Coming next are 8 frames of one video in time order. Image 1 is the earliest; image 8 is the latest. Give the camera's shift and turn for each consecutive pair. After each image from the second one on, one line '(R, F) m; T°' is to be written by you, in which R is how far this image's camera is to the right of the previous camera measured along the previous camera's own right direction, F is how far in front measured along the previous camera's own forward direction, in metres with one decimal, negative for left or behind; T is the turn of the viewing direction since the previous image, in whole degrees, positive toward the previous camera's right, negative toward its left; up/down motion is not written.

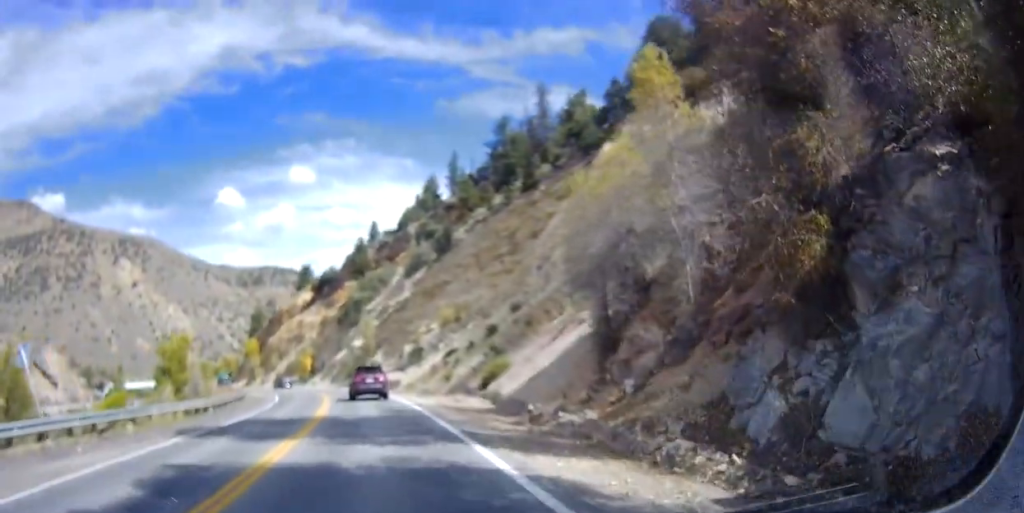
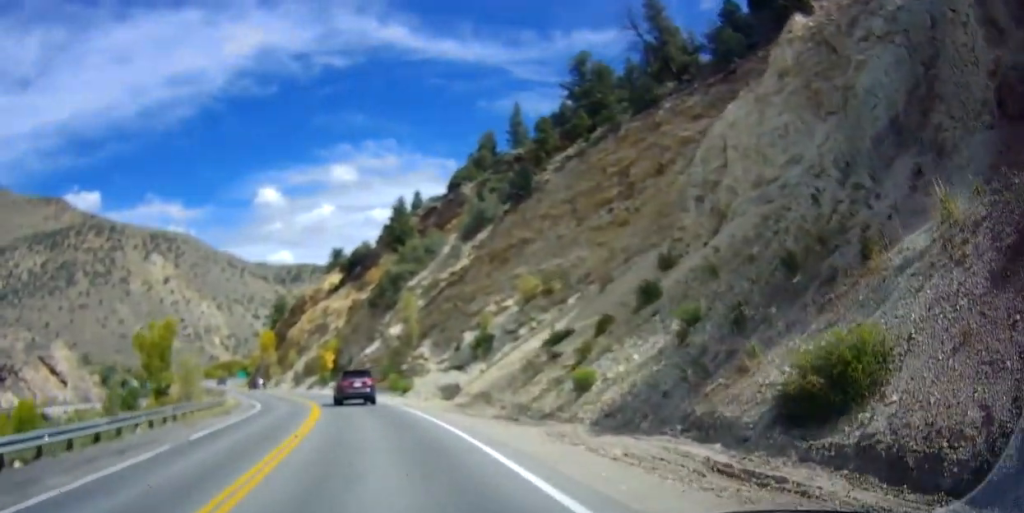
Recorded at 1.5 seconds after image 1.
(-1.1, +23.4) m; -4°
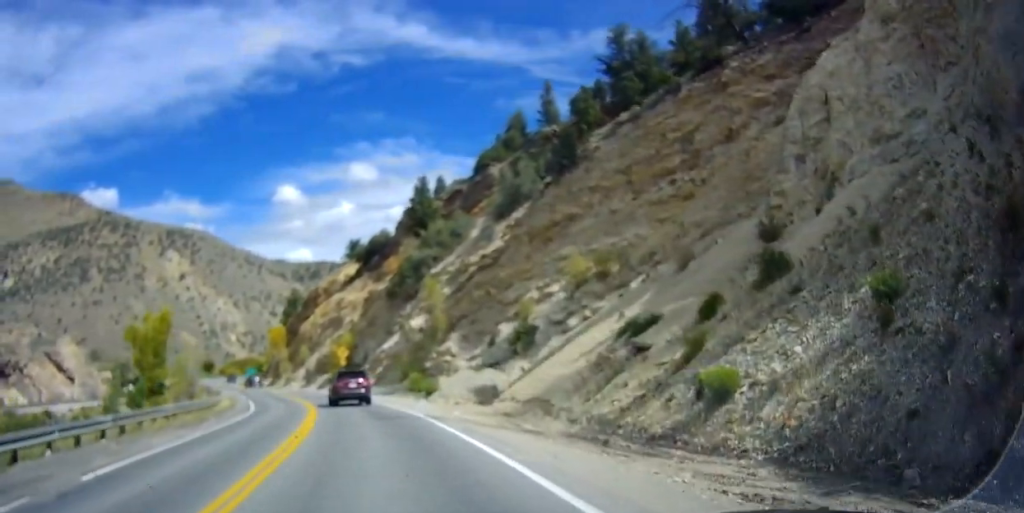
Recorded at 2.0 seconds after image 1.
(+0.3, +7.9) m; -2°
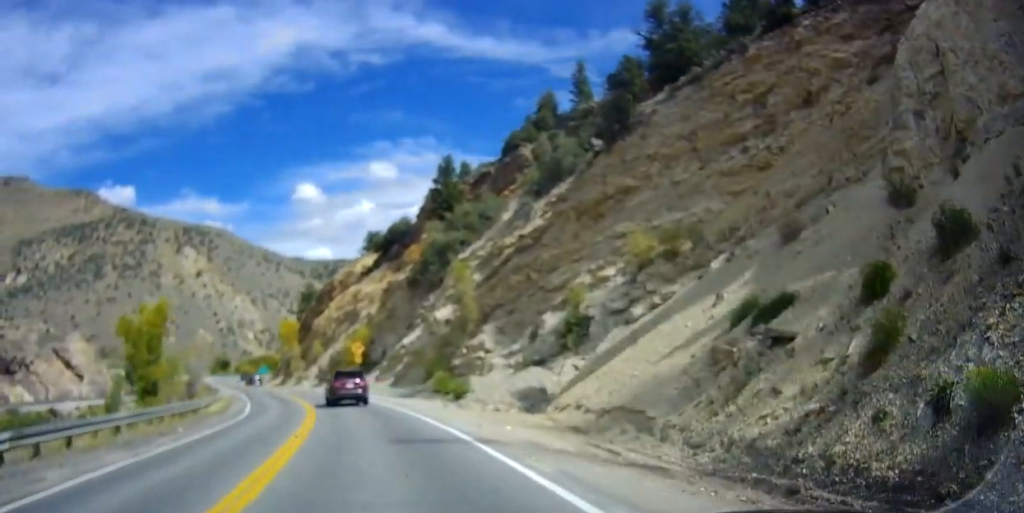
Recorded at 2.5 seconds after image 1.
(-0.3, +6.8) m; -3°
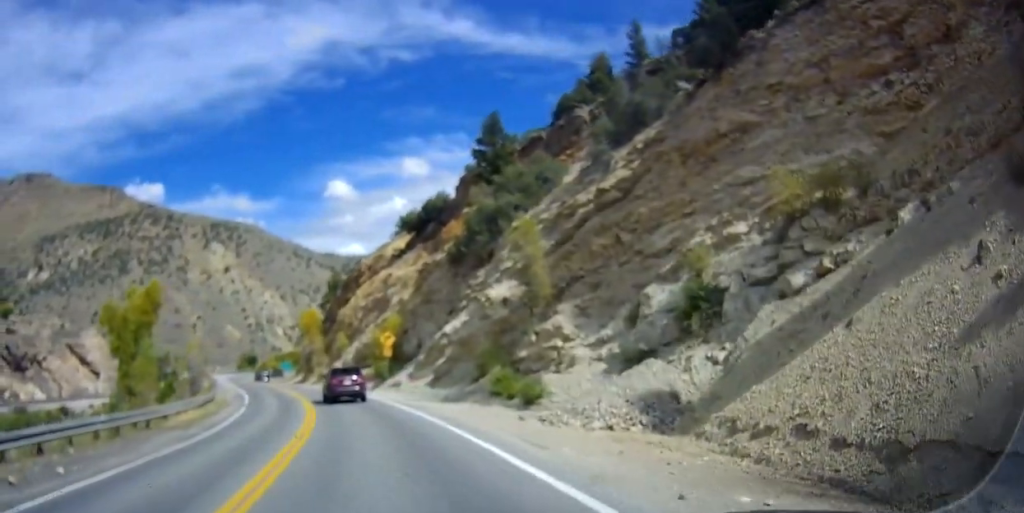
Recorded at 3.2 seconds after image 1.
(-0.3, +10.3) m; -4°
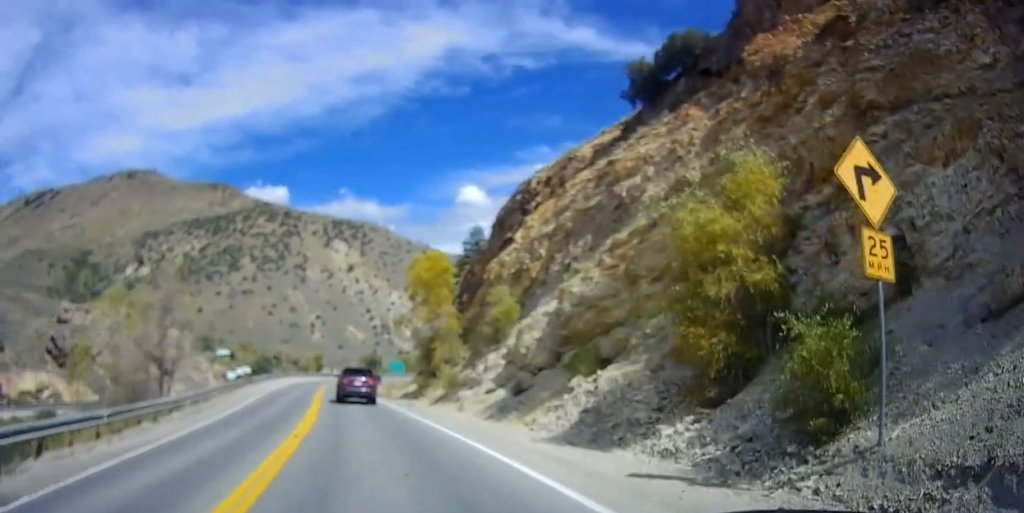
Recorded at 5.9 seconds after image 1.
(-3.4, +39.5) m; -13°
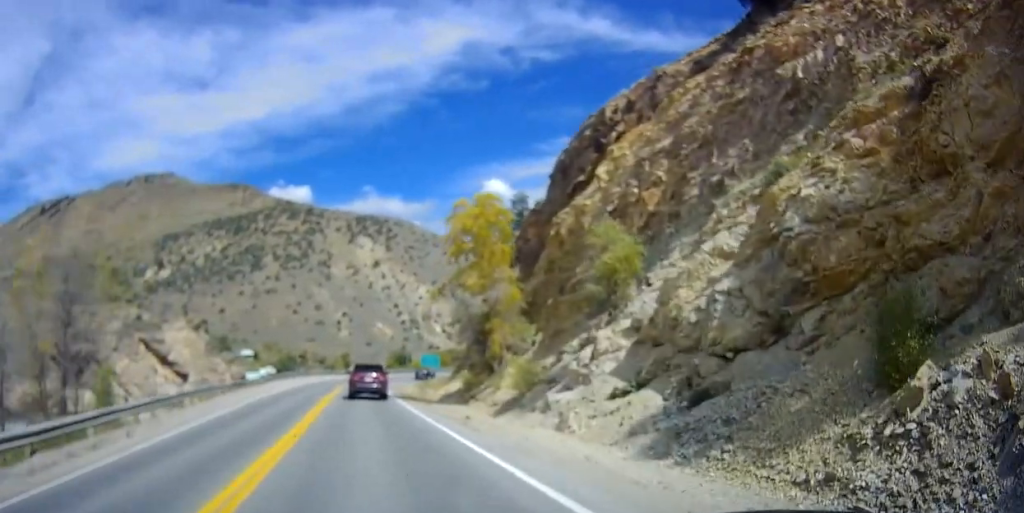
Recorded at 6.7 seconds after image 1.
(-0.5, +11.9) m; -3°
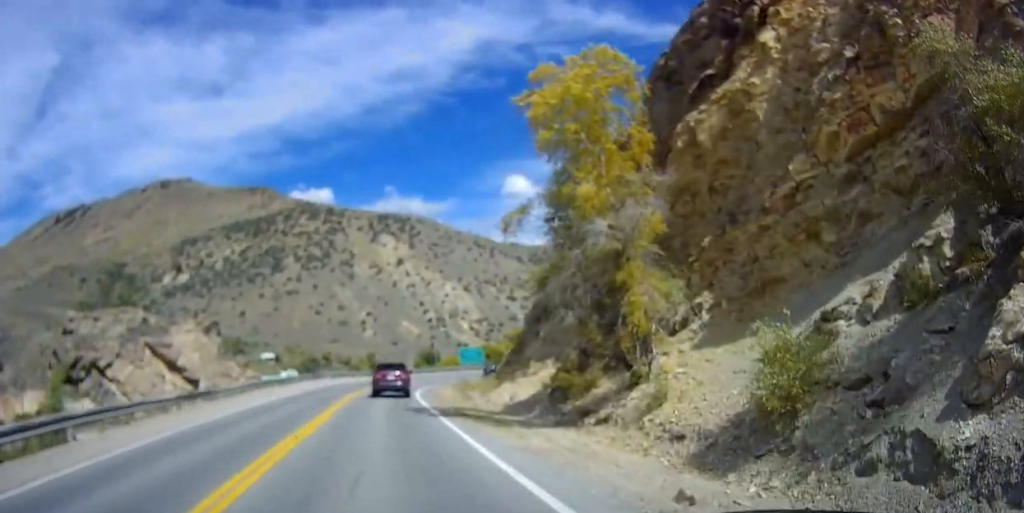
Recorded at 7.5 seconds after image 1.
(-0.2, +13.2) m; -1°
